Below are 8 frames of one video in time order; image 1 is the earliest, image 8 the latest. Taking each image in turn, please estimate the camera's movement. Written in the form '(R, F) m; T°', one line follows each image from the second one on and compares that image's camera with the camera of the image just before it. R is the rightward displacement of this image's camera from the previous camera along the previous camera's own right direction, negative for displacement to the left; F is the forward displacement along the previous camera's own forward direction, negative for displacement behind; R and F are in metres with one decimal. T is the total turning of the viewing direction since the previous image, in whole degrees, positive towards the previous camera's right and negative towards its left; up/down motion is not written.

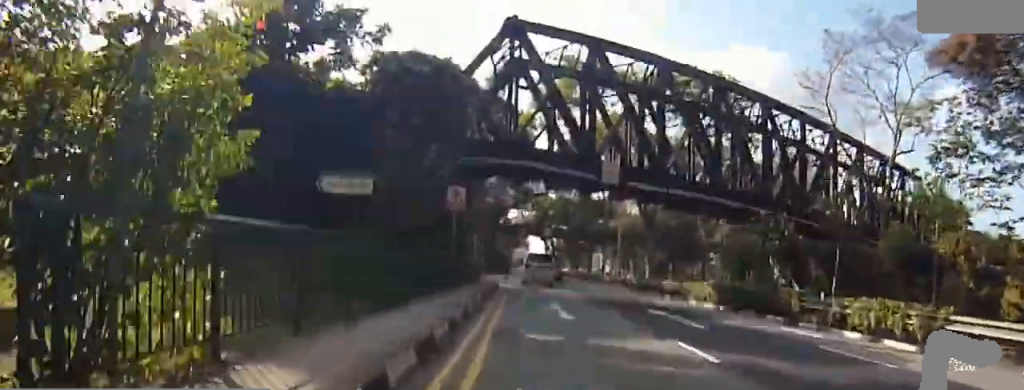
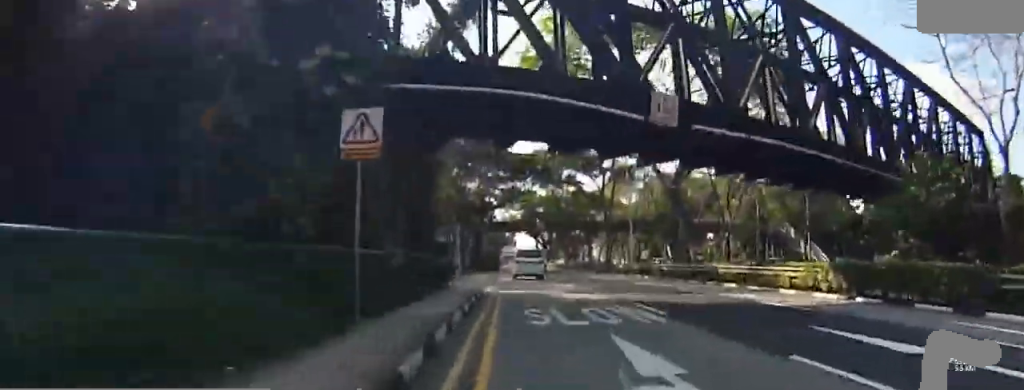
(0.0, +10.5) m; -1°
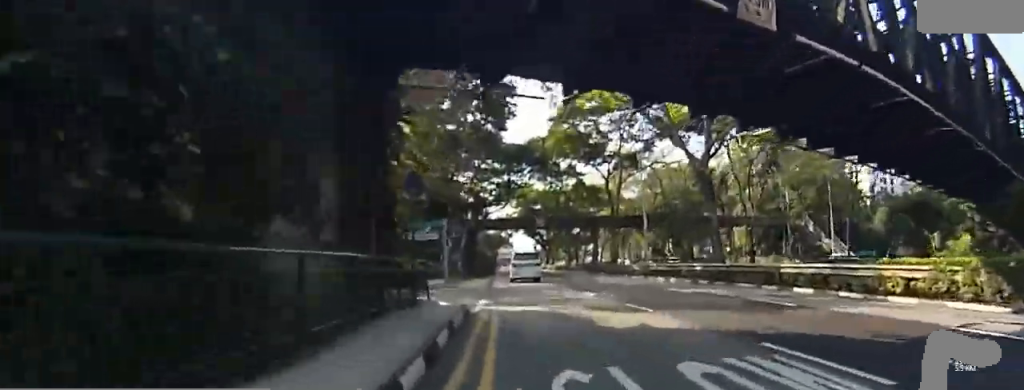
(+0.1, +5.9) m; -1°
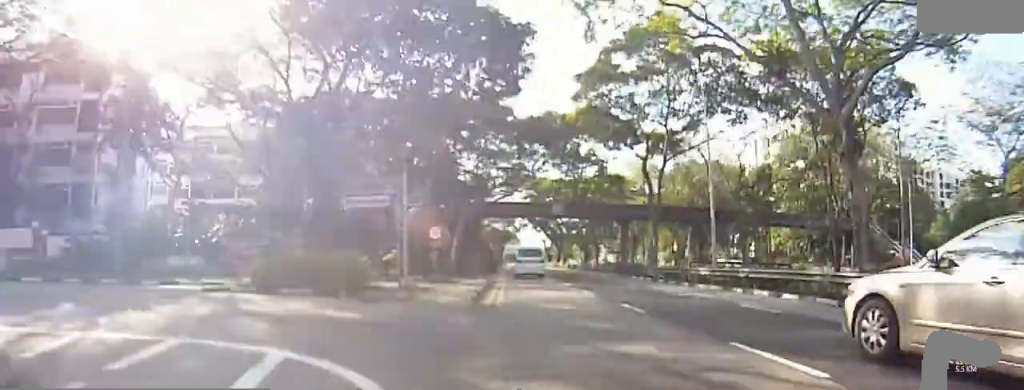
(-0.3, +11.9) m; -1°
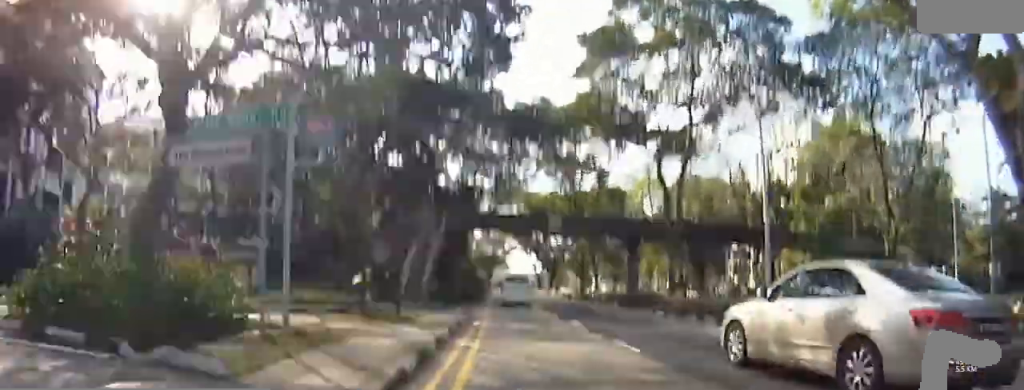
(0.0, +7.2) m; 0°
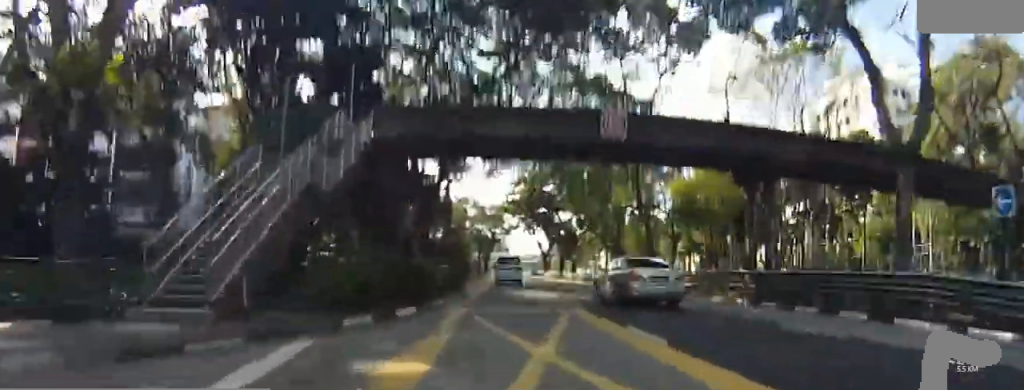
(0.0, +20.8) m; 0°
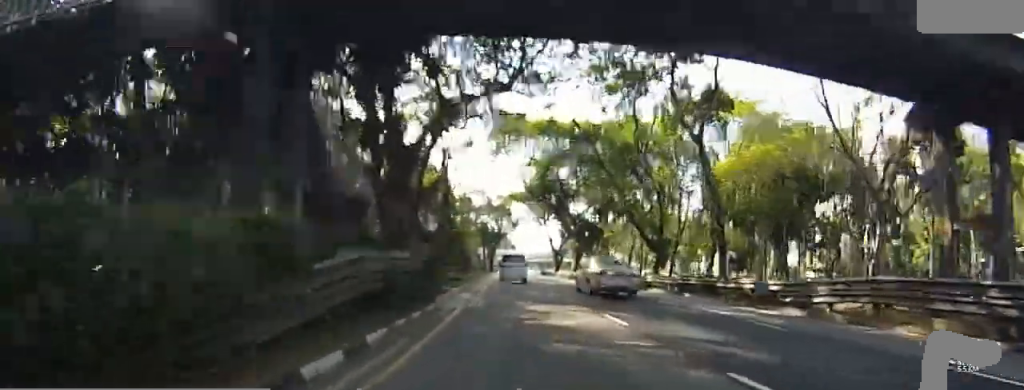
(0.0, +9.7) m; 0°
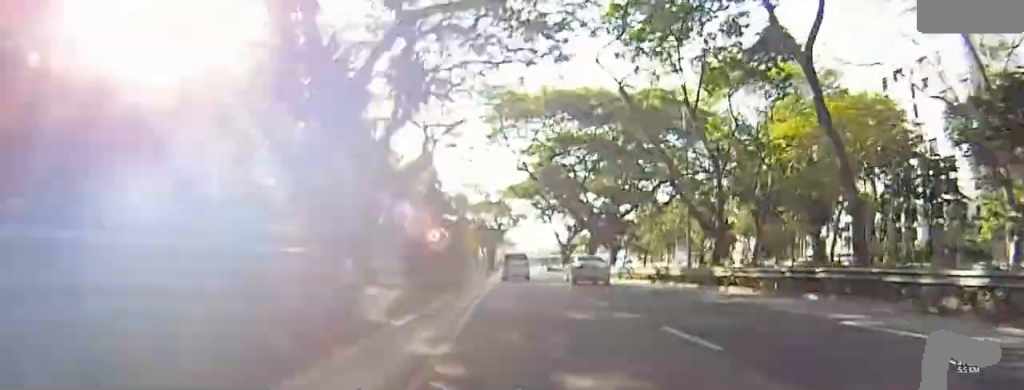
(+0.1, +9.2) m; +1°
